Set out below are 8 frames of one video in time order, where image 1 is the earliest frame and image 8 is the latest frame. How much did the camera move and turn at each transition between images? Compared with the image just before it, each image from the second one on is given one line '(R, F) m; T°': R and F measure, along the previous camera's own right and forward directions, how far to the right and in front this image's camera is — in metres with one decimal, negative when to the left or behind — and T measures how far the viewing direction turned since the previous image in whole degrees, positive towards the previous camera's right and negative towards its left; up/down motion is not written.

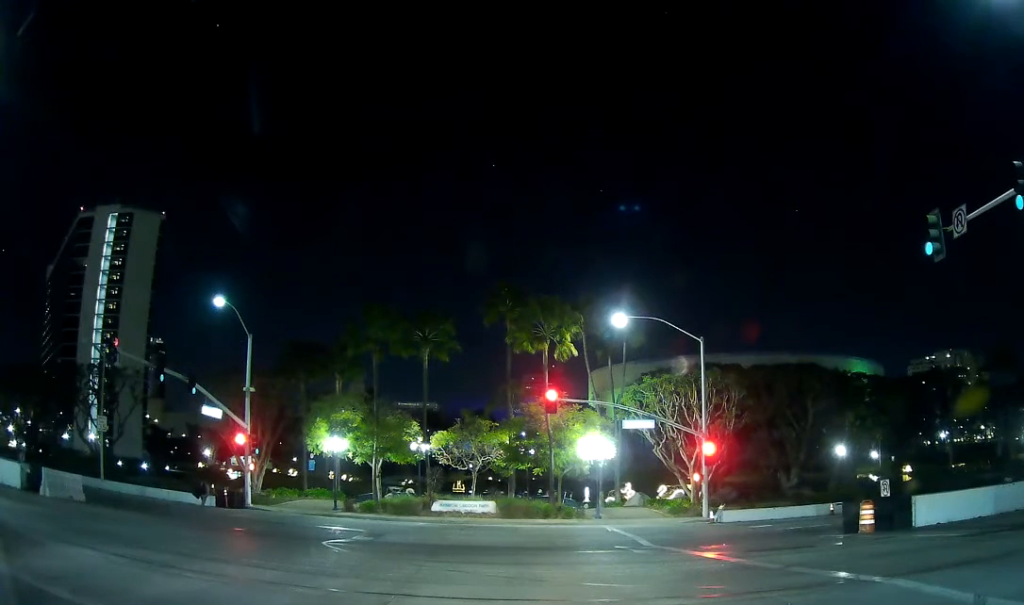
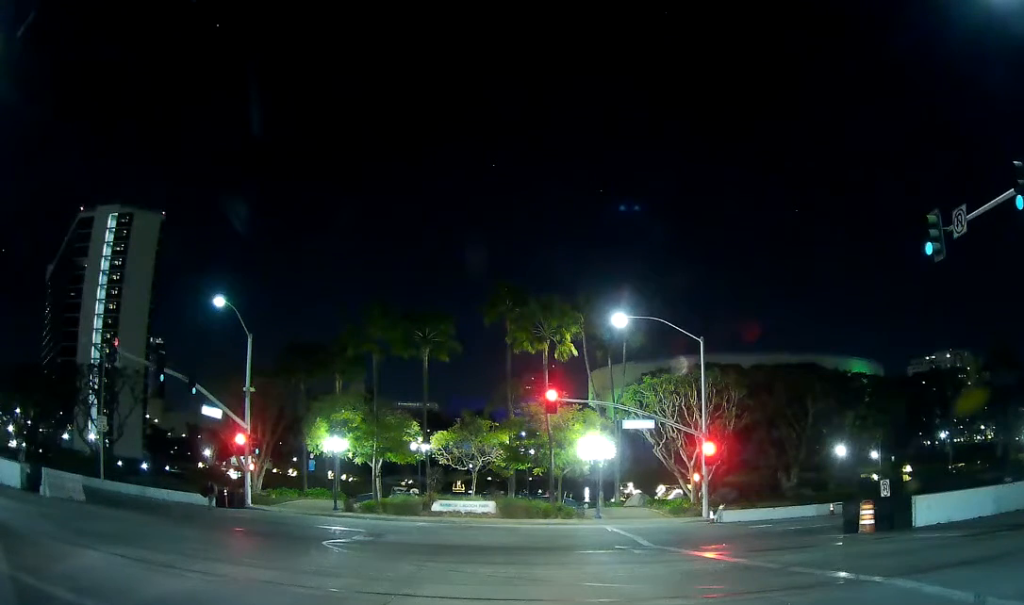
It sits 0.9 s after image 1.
(0.0, 0.0) m; 0°
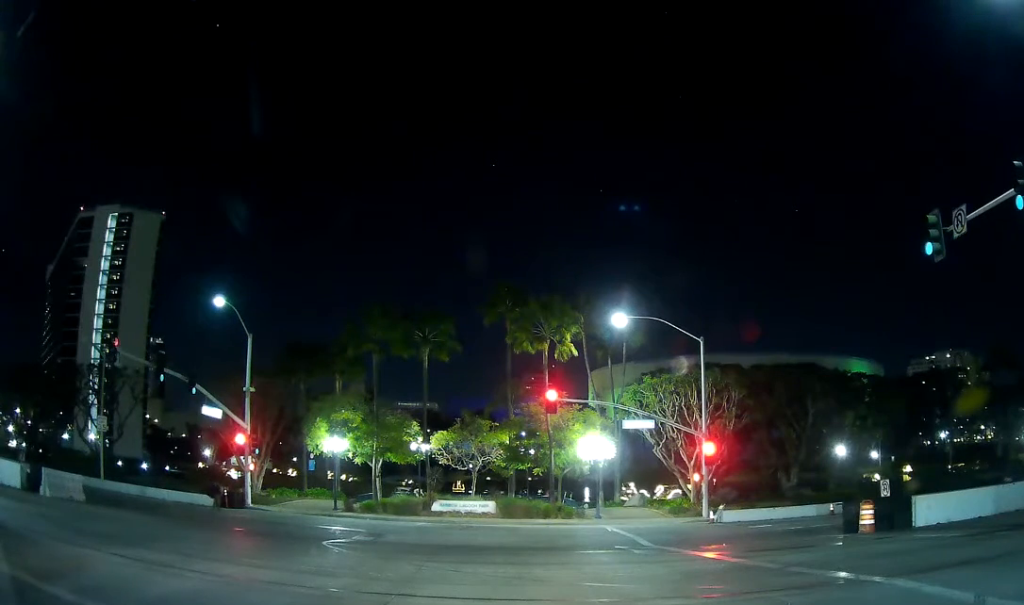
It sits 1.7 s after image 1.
(0.0, 0.0) m; 0°
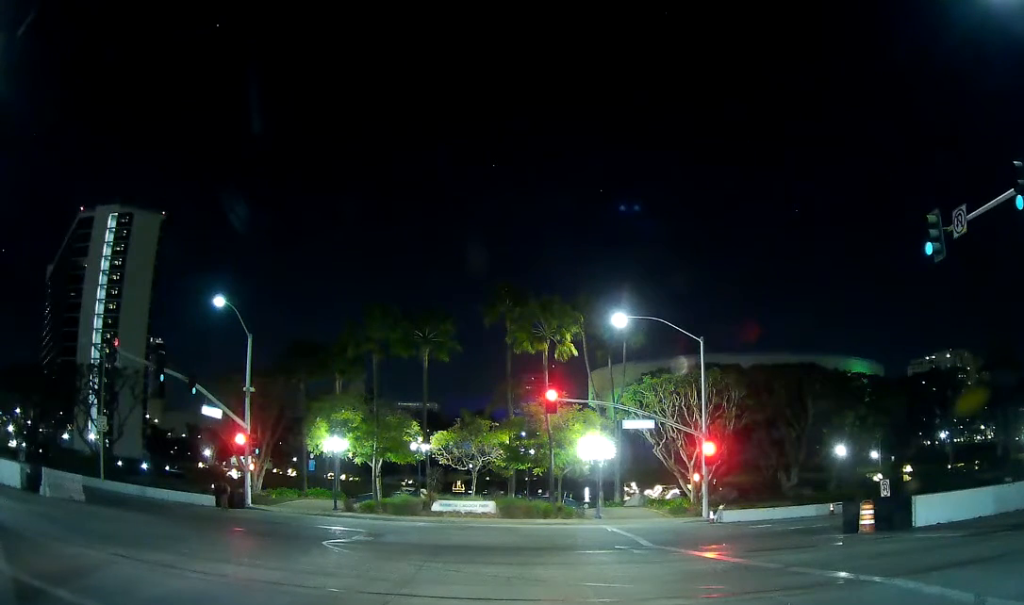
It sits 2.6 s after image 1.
(0.0, 0.0) m; 0°
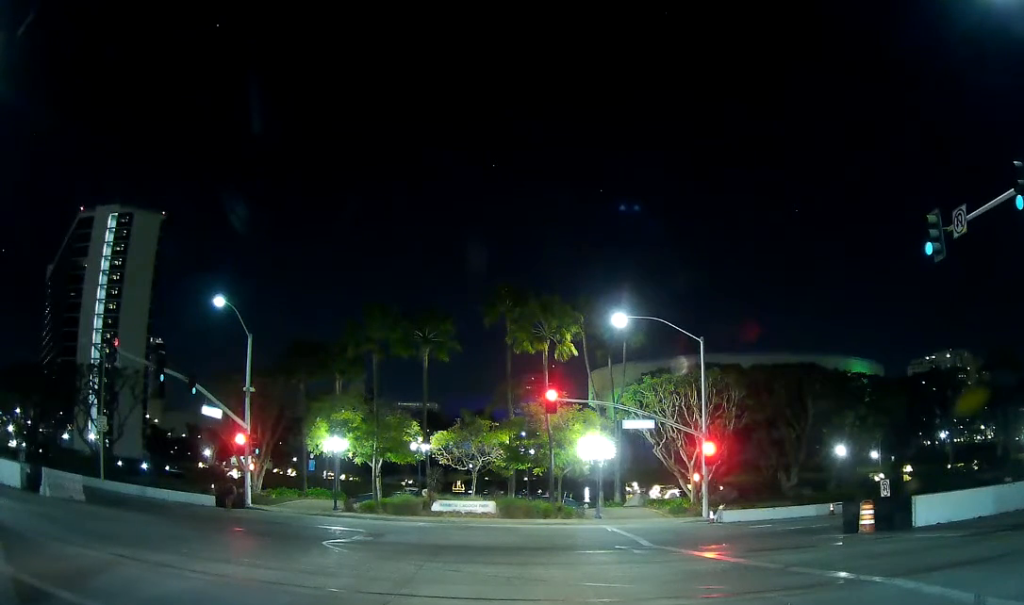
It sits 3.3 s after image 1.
(0.0, 0.0) m; 0°
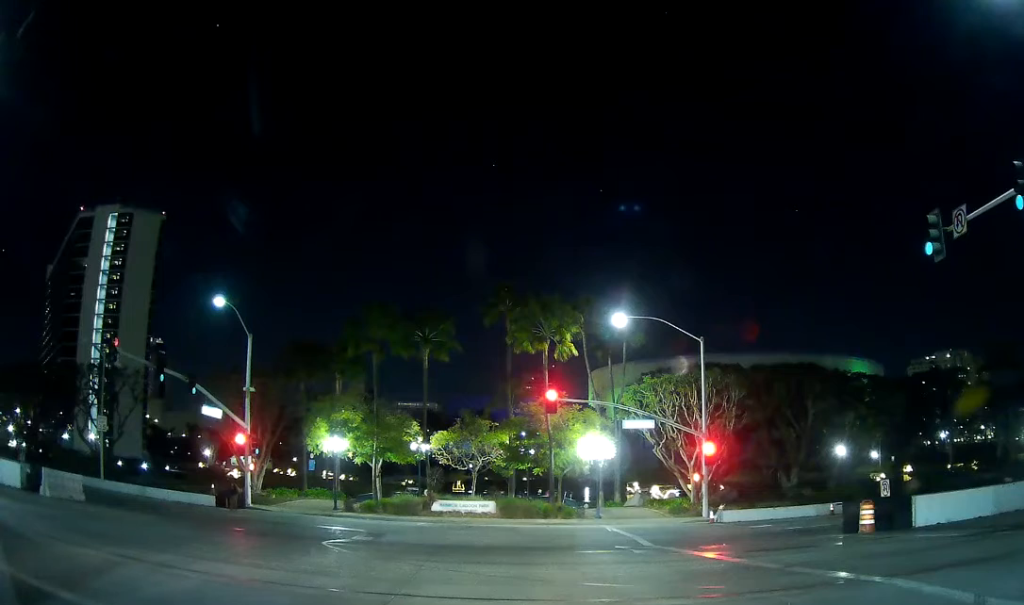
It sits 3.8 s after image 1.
(0.0, 0.0) m; 0°
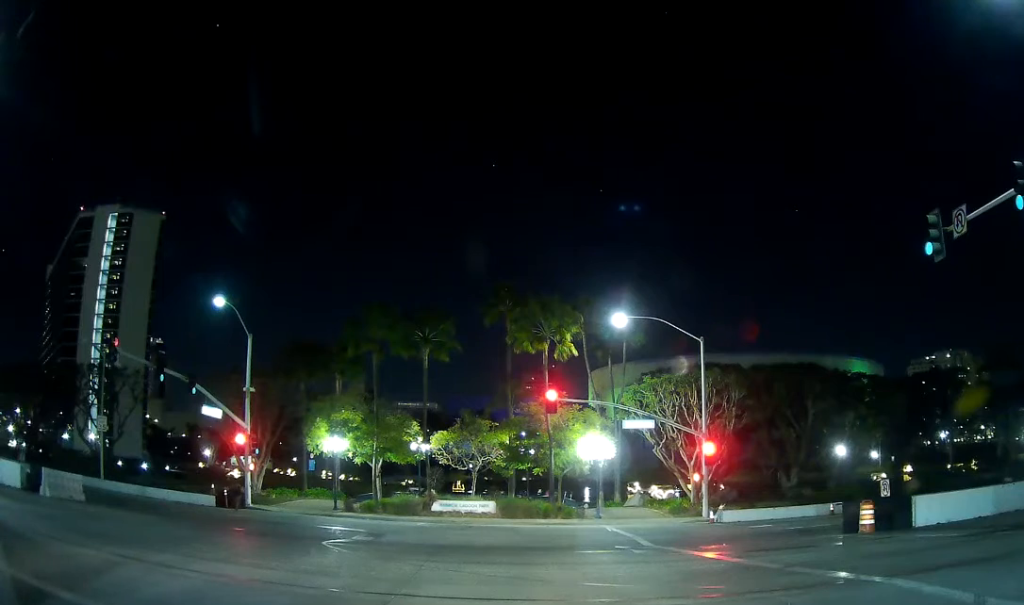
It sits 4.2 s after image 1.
(0.0, 0.0) m; 0°
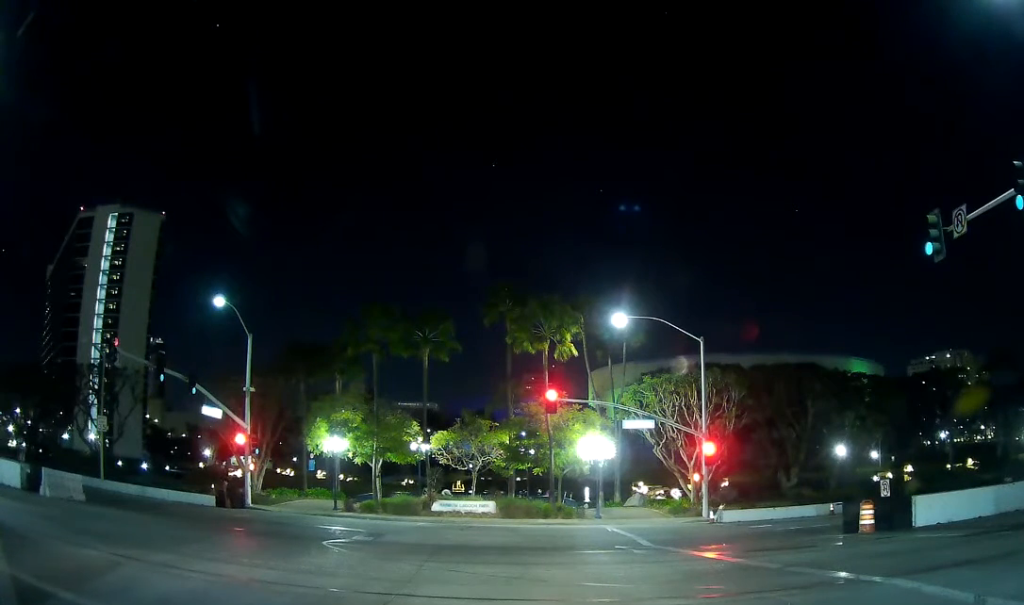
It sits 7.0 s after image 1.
(0.0, 0.0) m; 0°
